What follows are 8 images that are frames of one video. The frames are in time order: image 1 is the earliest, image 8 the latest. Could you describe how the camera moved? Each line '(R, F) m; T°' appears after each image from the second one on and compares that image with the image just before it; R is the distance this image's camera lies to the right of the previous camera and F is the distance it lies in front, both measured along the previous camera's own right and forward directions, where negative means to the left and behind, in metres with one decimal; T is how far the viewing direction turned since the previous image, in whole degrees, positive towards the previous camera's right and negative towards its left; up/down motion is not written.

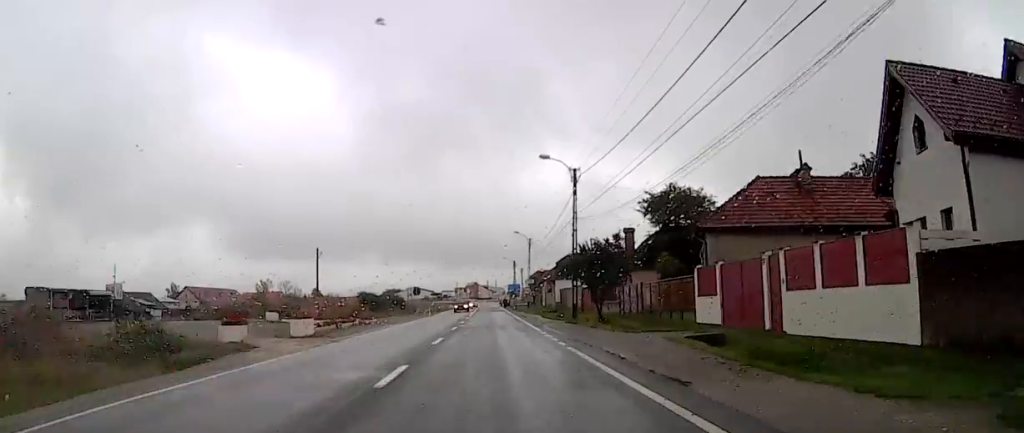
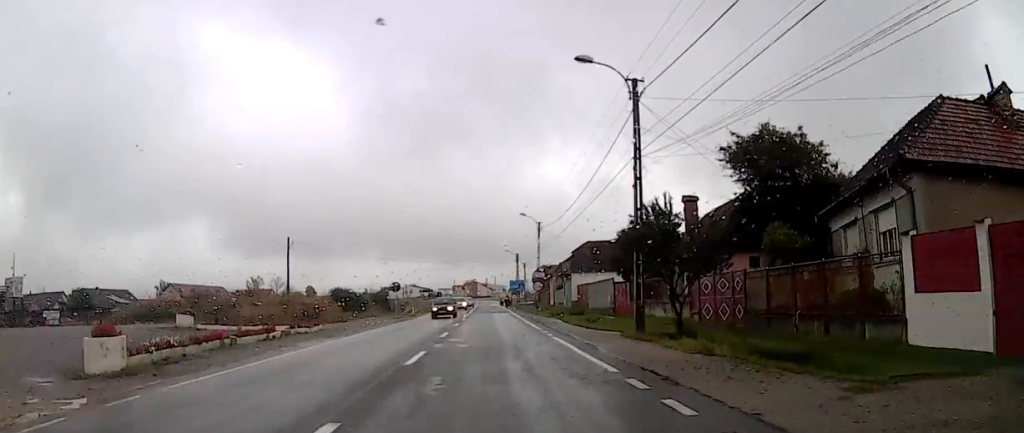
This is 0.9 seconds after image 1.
(-0.5, +15.7) m; -4°
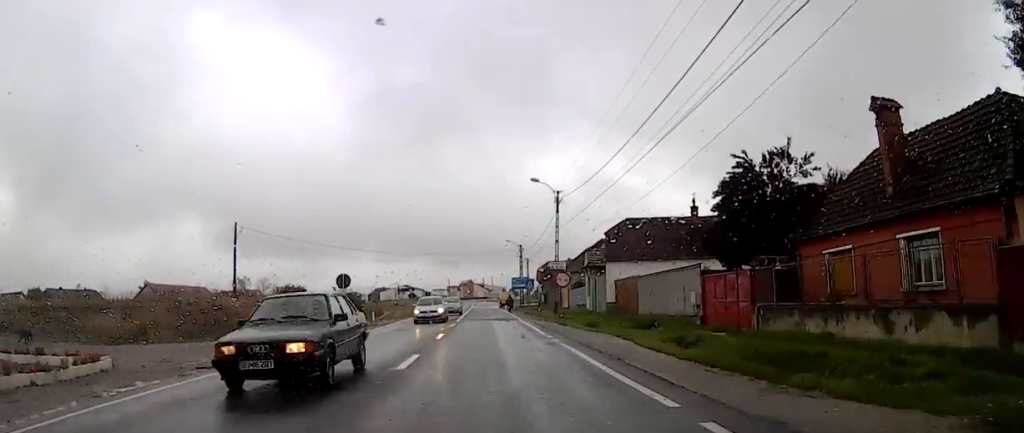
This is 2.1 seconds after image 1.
(-0.7, +19.1) m; 0°
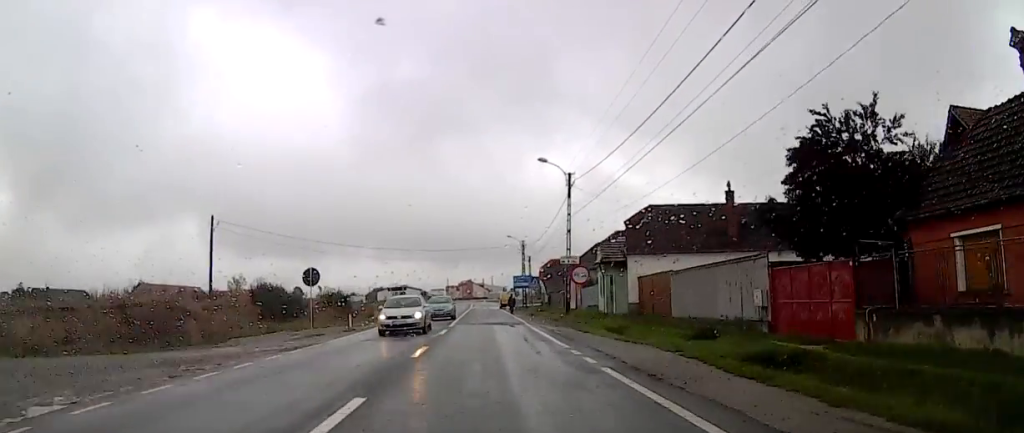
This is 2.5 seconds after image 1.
(+0.1, +7.4) m; +1°
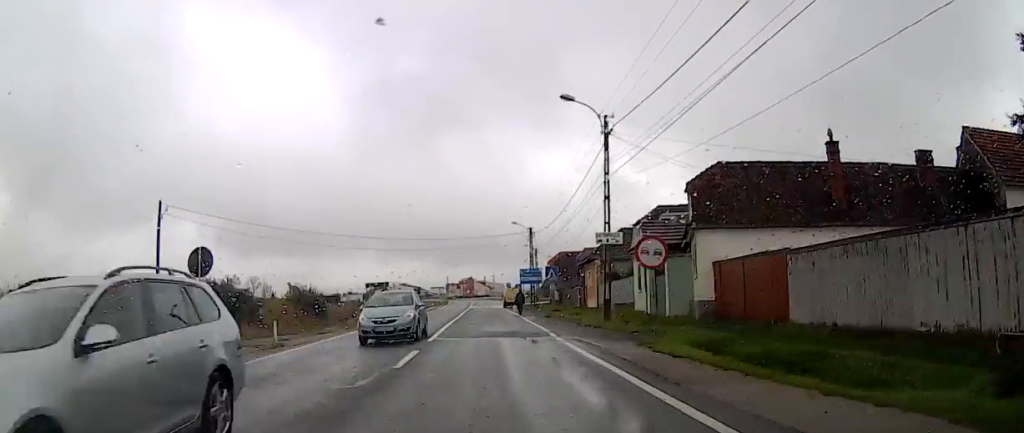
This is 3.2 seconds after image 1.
(+0.2, +10.8) m; +2°
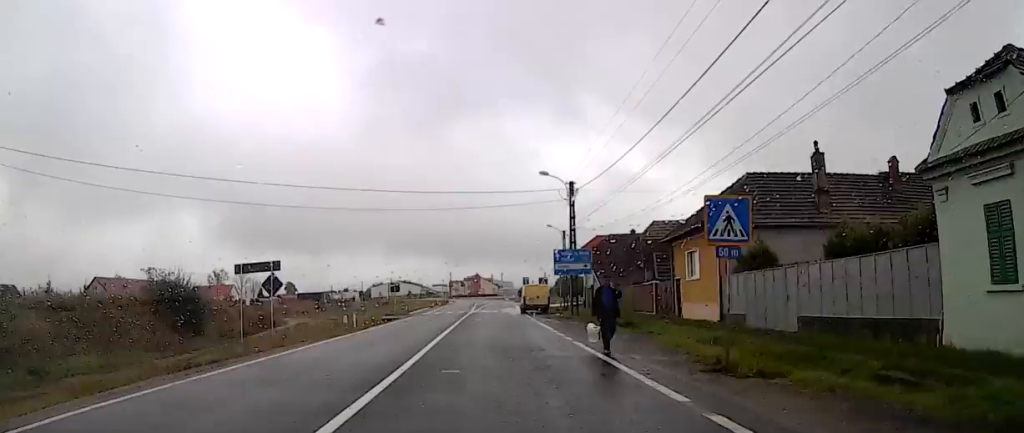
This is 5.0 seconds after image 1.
(-0.2, +24.9) m; -2°
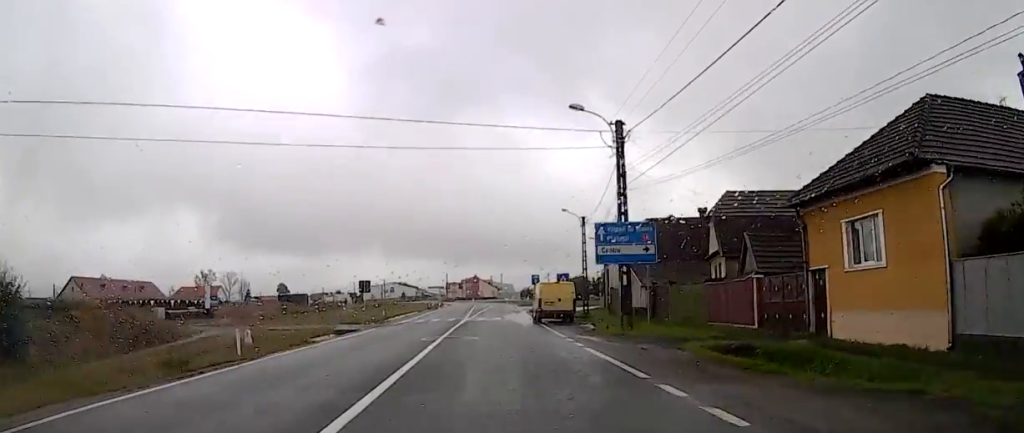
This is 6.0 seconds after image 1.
(-0.1, +13.5) m; +1°
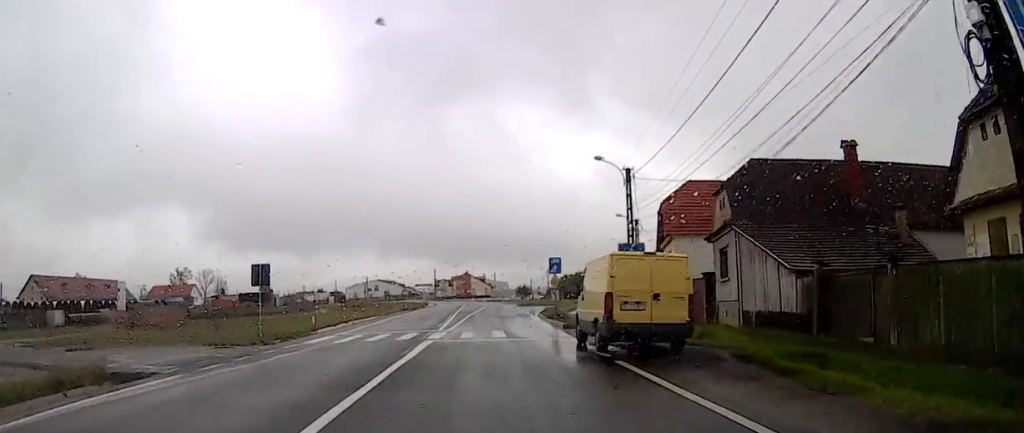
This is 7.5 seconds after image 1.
(-0.3, +19.7) m; 0°
